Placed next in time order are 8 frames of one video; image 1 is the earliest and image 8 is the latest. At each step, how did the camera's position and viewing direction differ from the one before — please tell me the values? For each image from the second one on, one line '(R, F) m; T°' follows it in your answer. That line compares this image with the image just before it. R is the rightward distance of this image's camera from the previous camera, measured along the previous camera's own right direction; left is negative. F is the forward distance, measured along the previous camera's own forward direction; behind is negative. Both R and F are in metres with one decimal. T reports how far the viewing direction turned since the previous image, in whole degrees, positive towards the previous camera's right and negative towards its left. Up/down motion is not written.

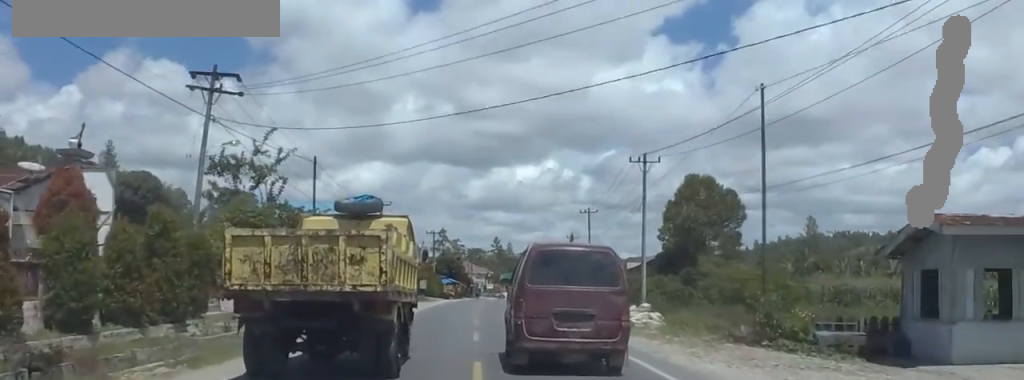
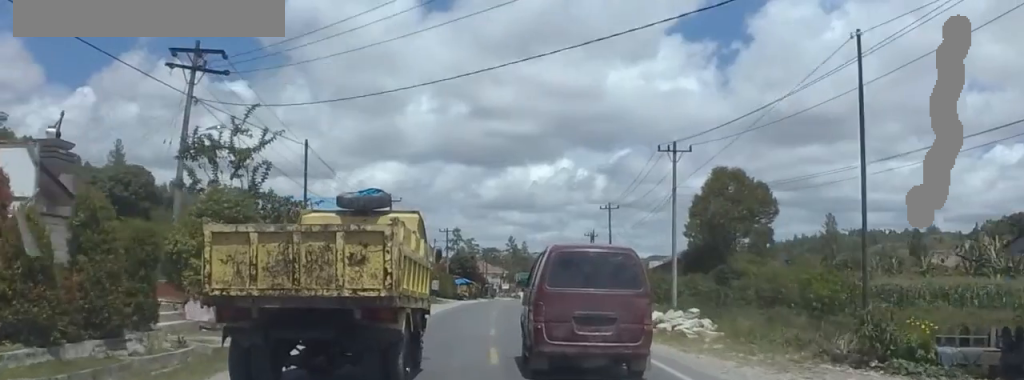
(+0.7, +3.7) m; 0°
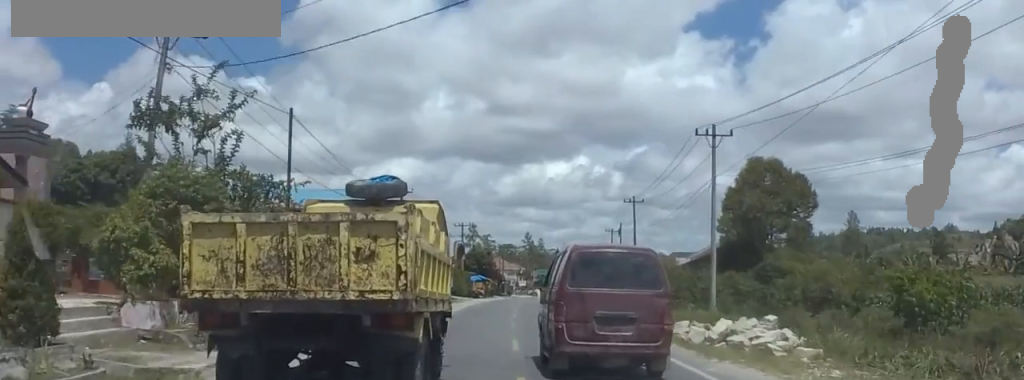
(+0.8, +4.3) m; 0°
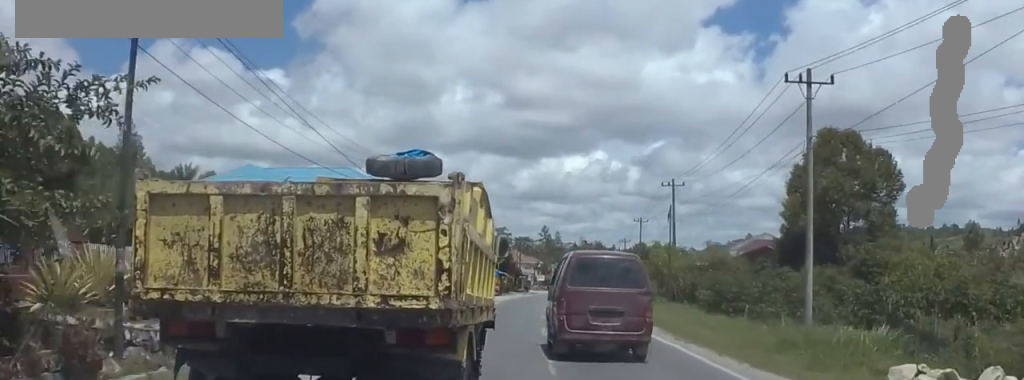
(-2.2, +12.4) m; -10°
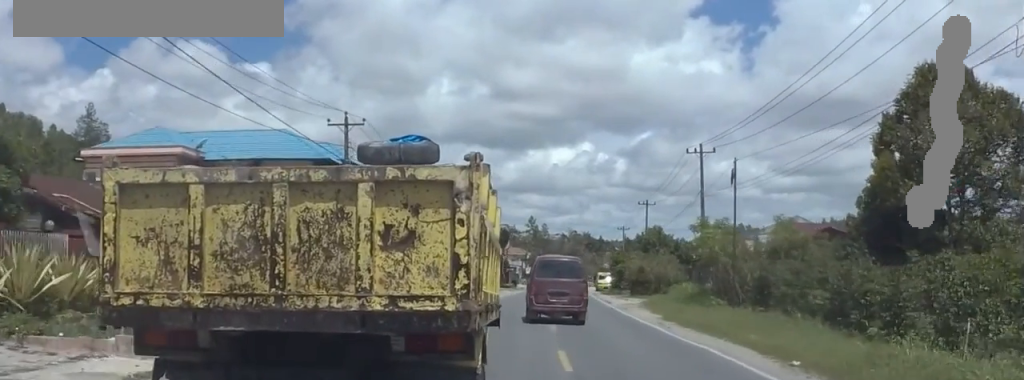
(+0.1, +20.4) m; +5°
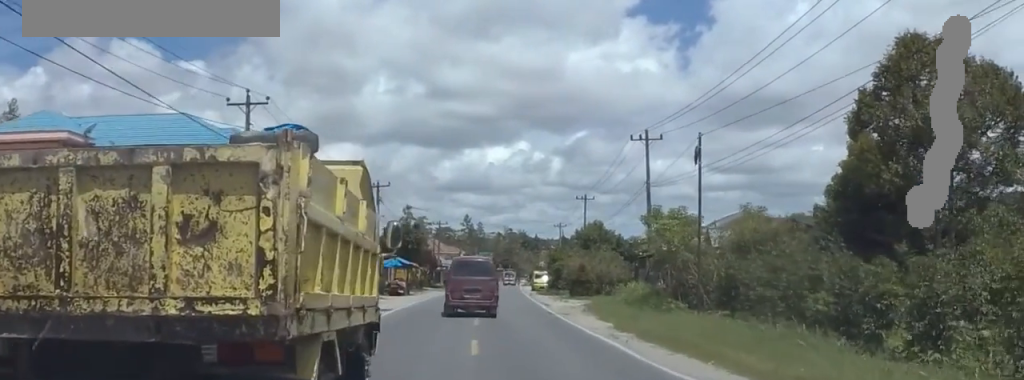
(+0.2, +6.7) m; +4°
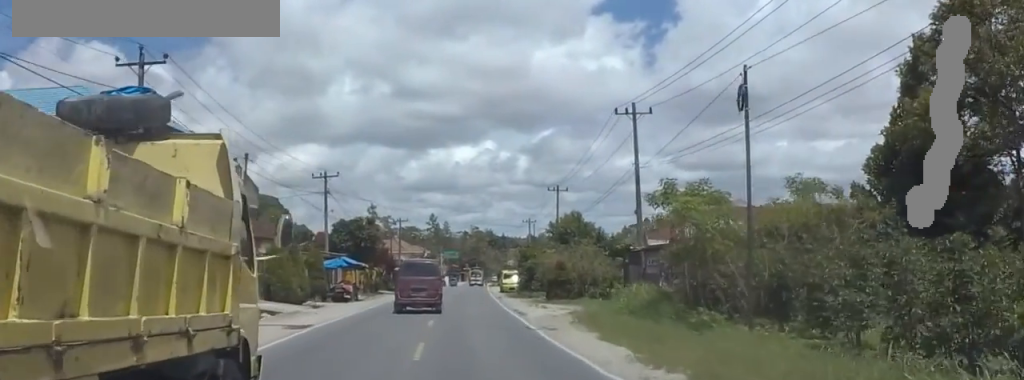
(+0.8, +9.6) m; -1°
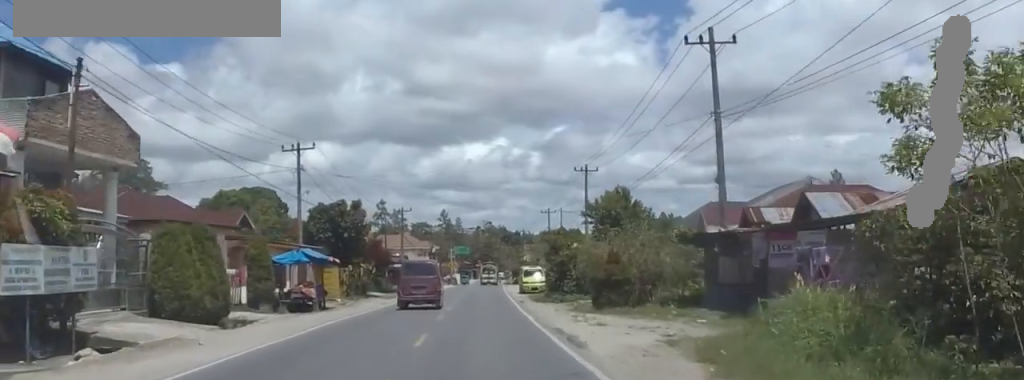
(-0.7, +14.5) m; 0°
